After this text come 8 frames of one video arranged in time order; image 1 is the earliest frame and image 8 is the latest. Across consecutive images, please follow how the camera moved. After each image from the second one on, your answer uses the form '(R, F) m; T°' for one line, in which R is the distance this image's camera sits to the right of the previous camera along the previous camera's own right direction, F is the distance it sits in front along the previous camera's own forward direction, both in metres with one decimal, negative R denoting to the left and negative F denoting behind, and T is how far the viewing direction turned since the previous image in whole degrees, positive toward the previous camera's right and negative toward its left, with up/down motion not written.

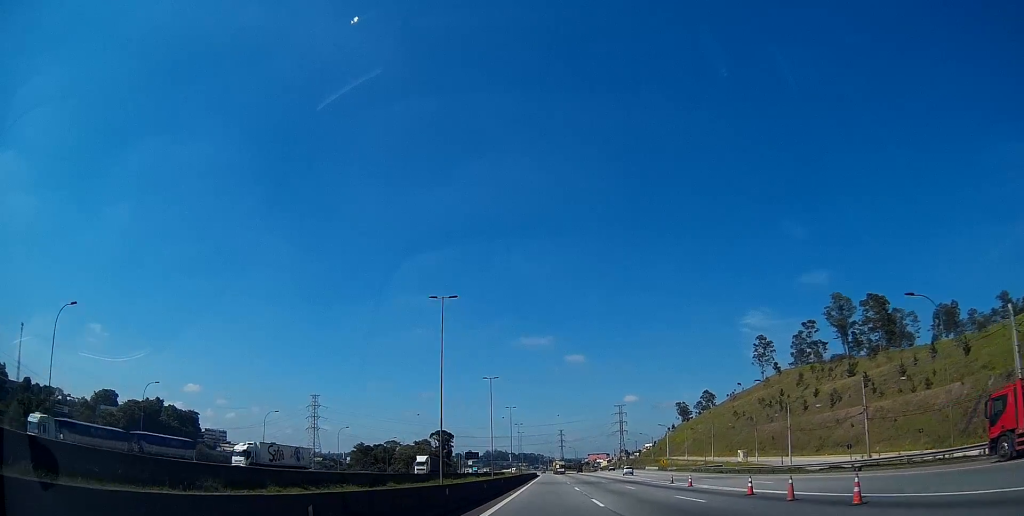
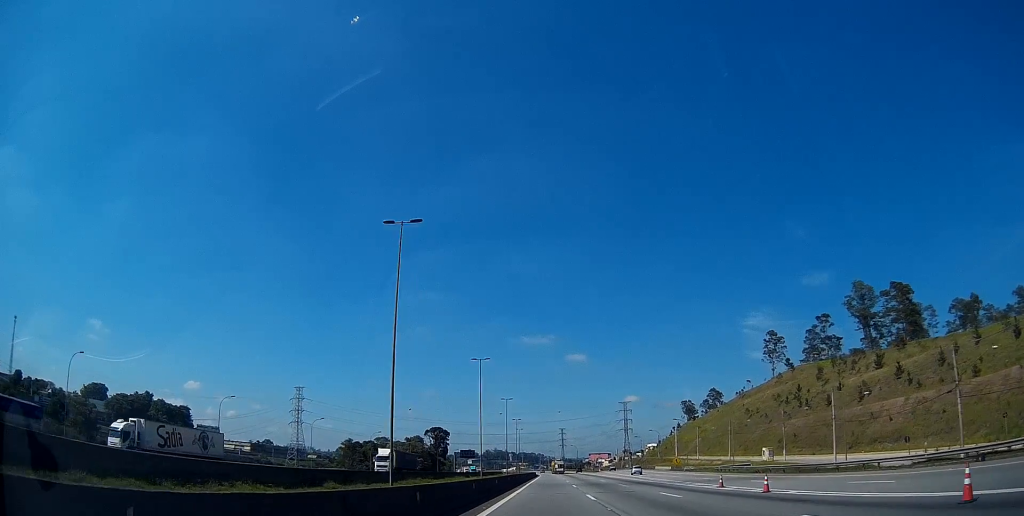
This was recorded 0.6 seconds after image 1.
(0.0, +12.9) m; 0°
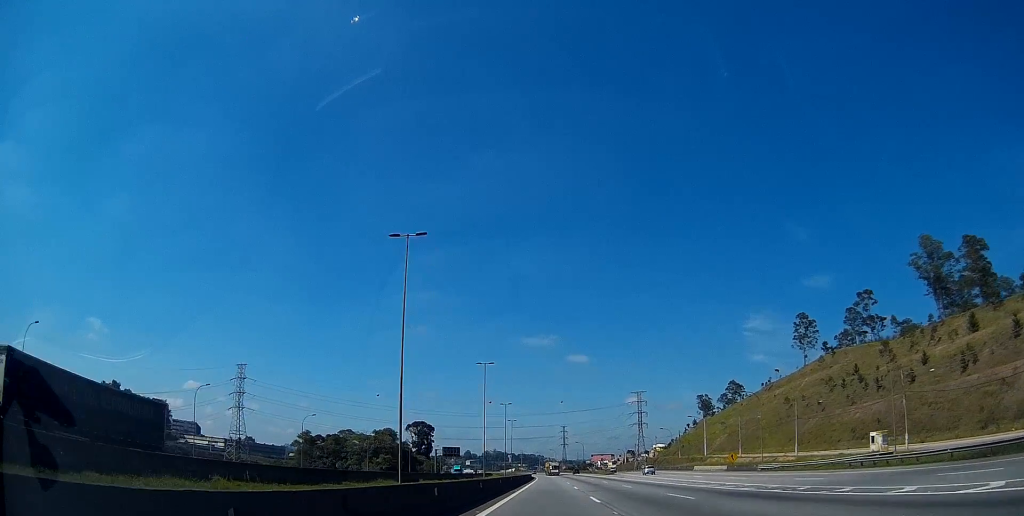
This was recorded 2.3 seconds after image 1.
(+0.2, +40.8) m; +1°
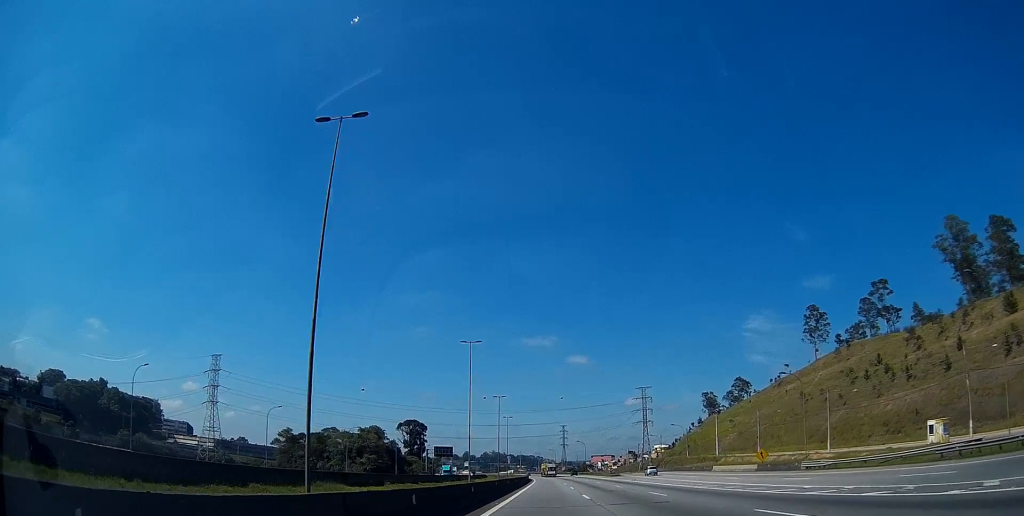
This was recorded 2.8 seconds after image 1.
(0.0, +13.8) m; 0°
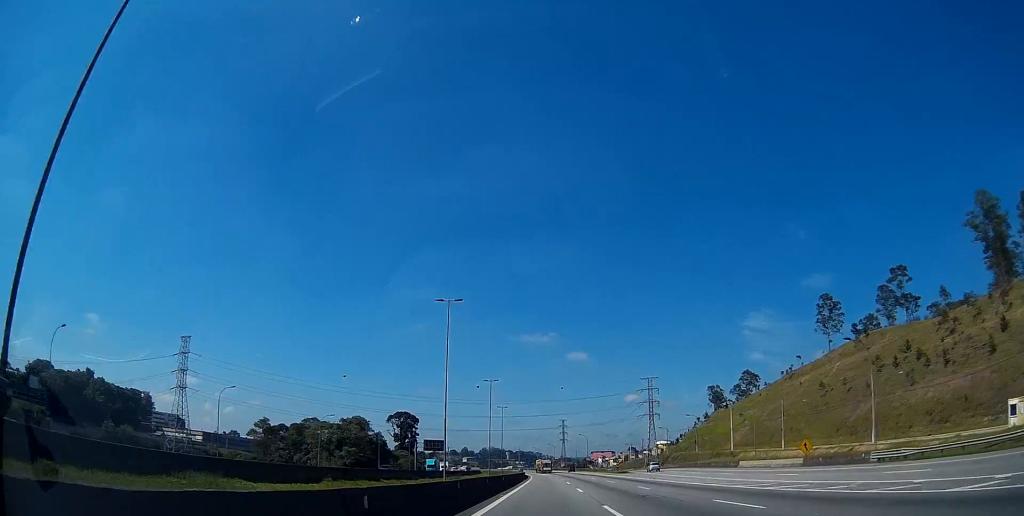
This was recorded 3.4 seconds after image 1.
(0.0, +14.4) m; 0°
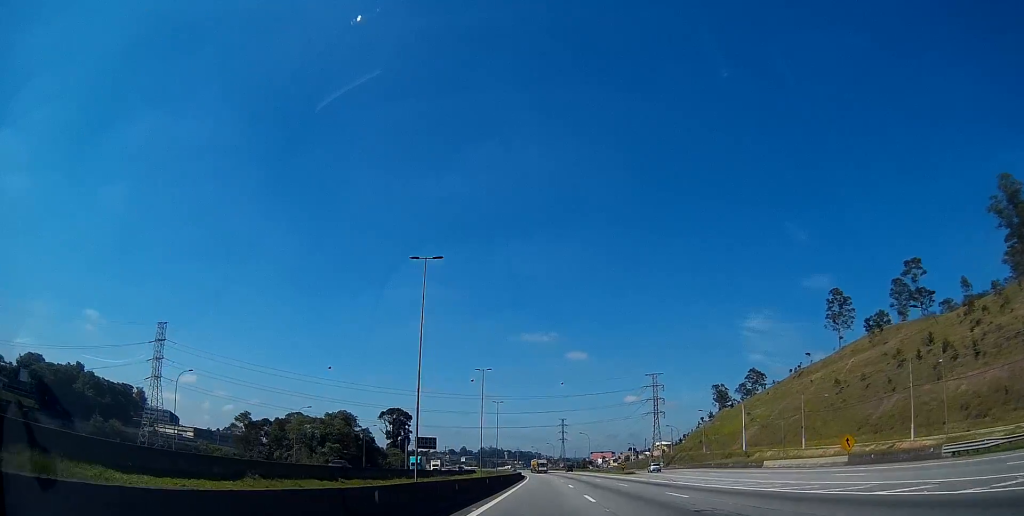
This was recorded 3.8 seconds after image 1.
(0.0, +9.9) m; 0°
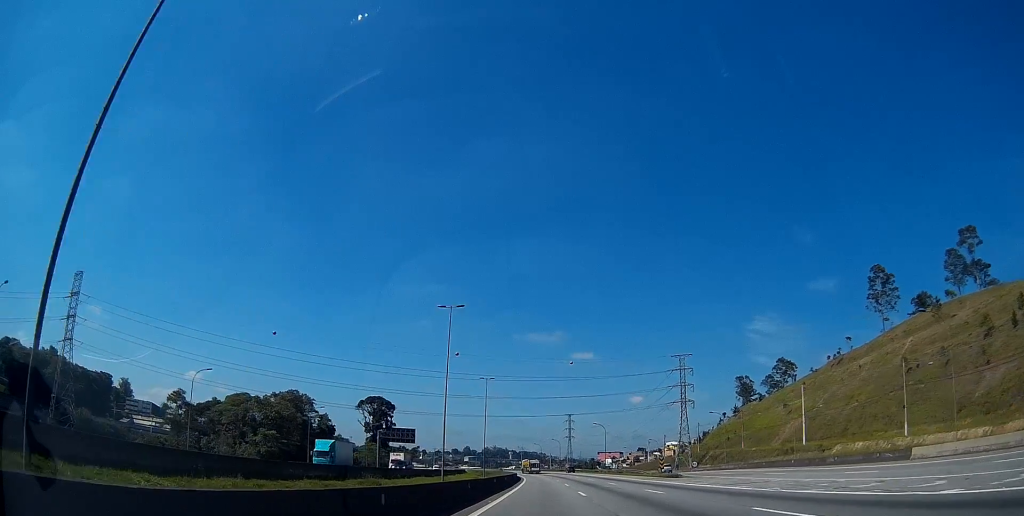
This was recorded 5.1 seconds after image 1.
(0.0, +31.0) m; 0°
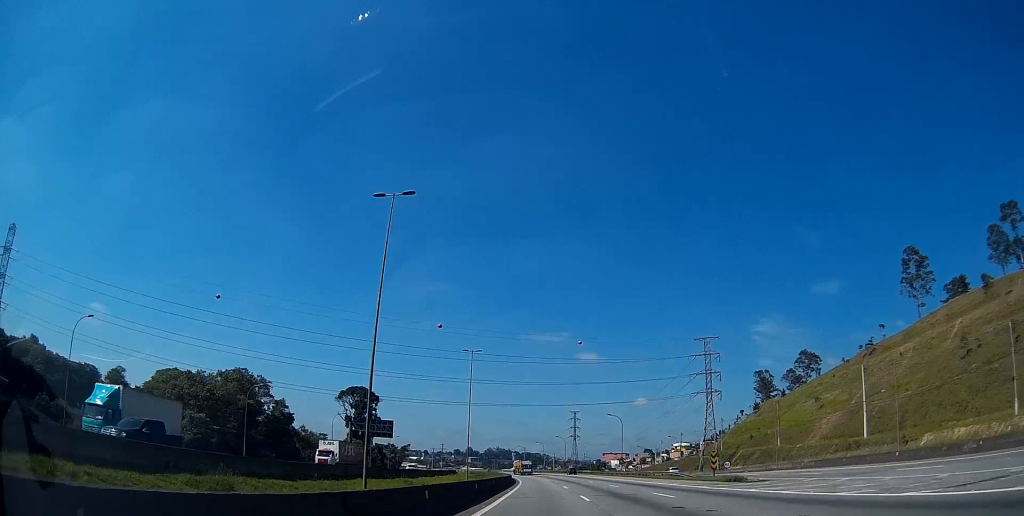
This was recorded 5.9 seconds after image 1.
(-0.1, +21.1) m; -1°
